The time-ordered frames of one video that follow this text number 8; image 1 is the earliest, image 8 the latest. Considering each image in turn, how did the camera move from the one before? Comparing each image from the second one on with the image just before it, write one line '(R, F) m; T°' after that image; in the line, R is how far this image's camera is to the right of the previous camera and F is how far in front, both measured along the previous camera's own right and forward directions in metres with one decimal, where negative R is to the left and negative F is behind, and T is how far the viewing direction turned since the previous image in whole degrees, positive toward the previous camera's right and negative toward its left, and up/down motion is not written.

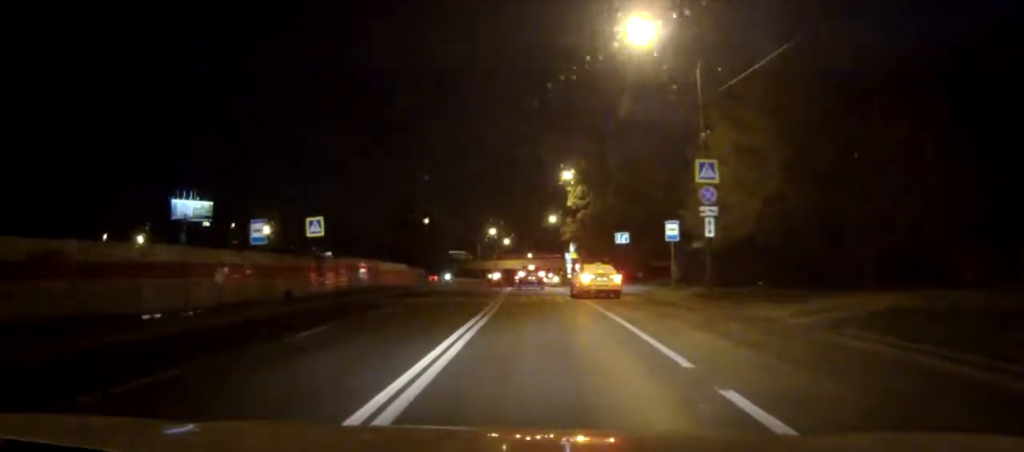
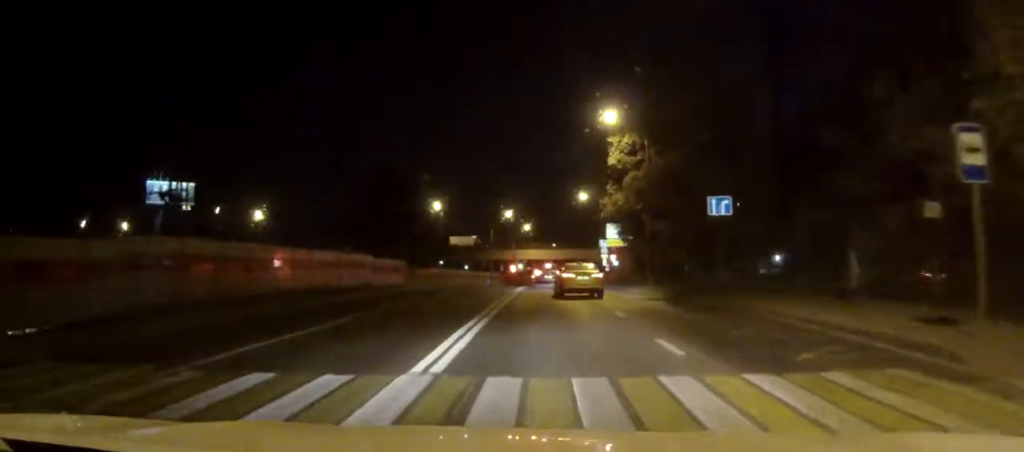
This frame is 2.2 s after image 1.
(-0.6, +25.1) m; -2°
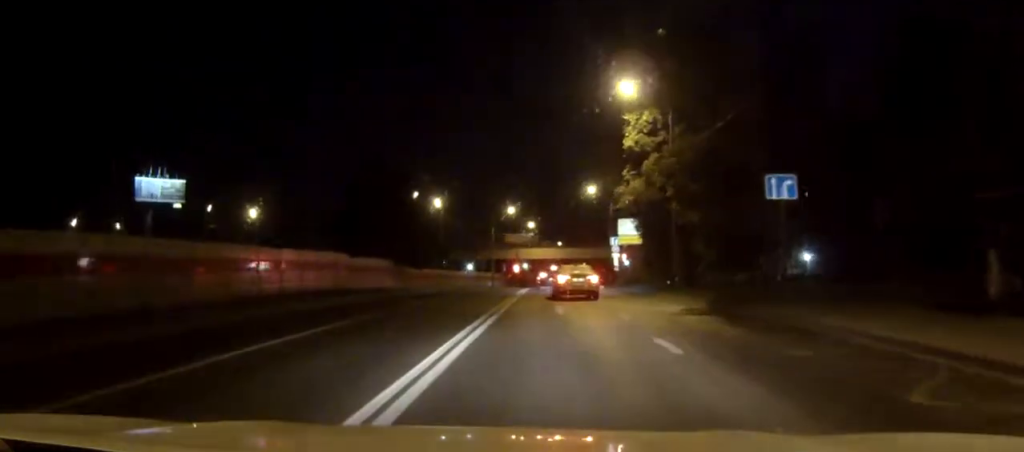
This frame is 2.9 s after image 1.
(0.0, +7.6) m; 0°
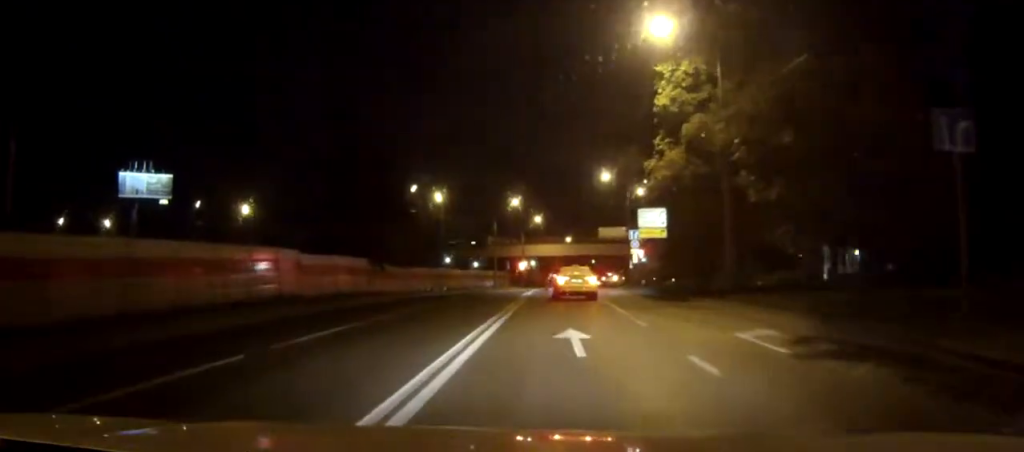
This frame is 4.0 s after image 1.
(0.0, +10.2) m; -1°
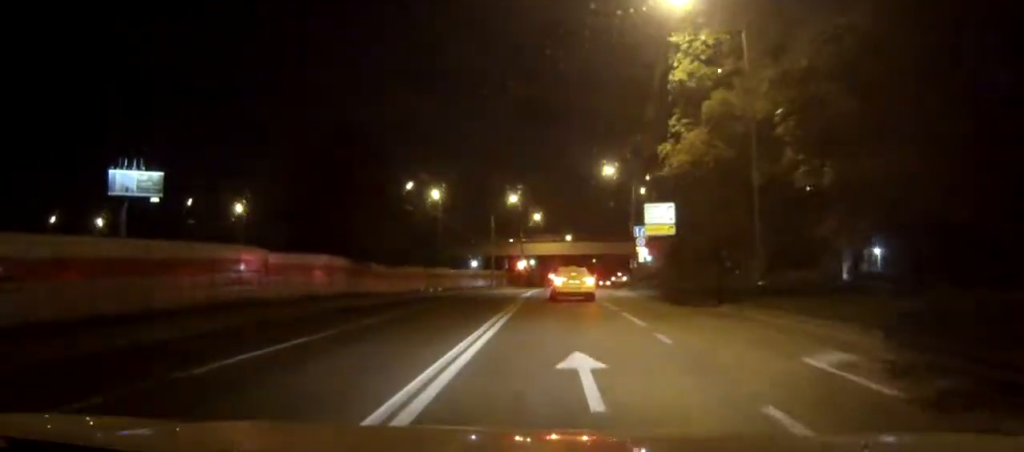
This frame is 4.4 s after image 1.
(0.0, +4.1) m; 0°
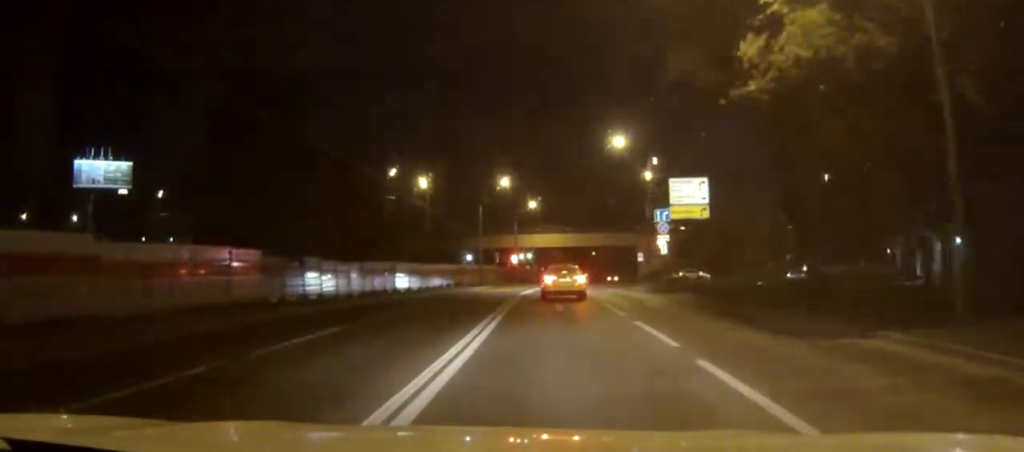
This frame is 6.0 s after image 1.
(0.0, +12.7) m; 0°
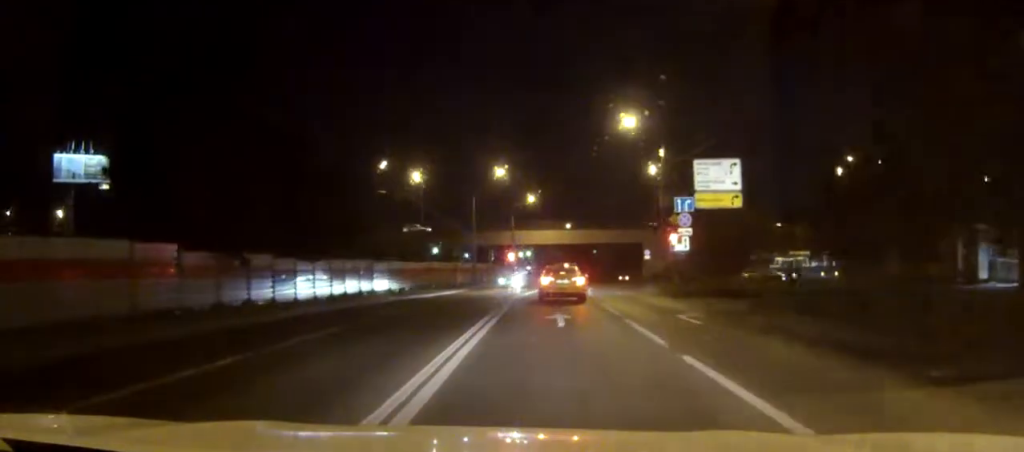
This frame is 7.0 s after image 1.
(0.0, +7.3) m; 0°
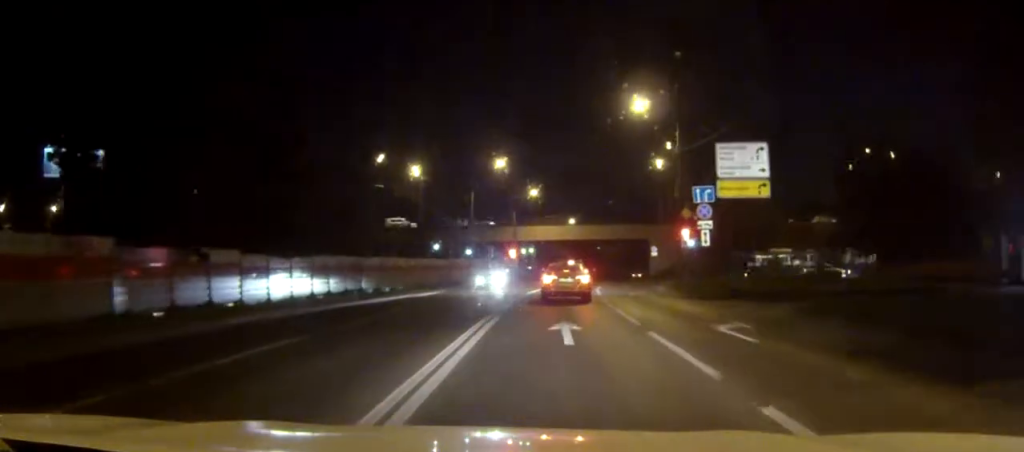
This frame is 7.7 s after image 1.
(0.0, +4.1) m; 0°
